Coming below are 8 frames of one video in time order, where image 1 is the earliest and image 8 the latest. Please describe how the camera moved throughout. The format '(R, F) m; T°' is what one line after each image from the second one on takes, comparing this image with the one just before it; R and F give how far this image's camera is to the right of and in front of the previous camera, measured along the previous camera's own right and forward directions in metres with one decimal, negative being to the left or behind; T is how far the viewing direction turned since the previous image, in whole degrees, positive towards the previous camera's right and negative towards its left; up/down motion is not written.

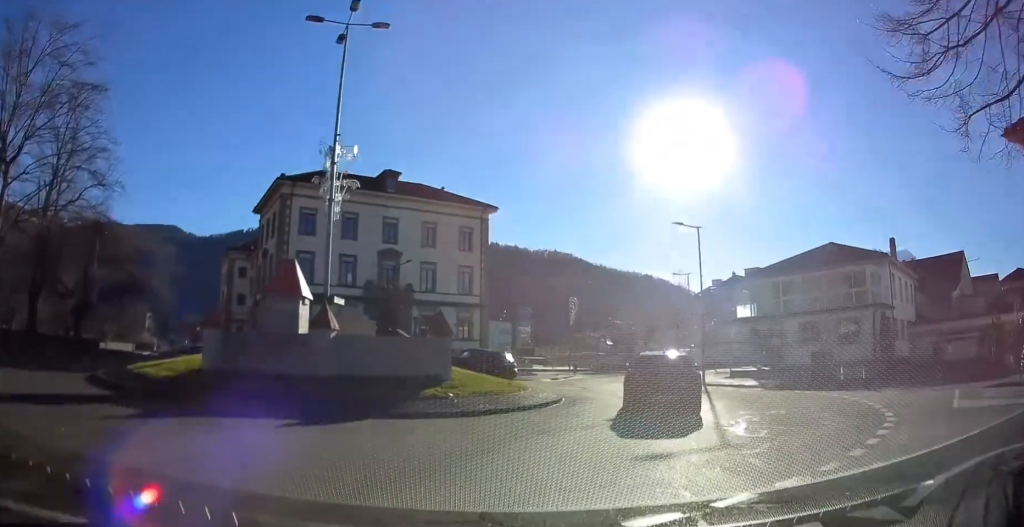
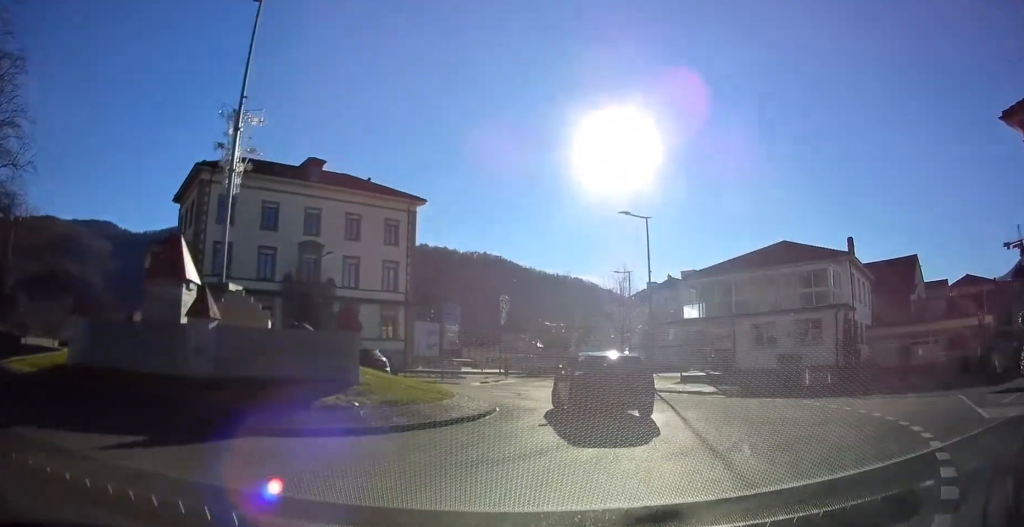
(+0.2, +3.1) m; +5°
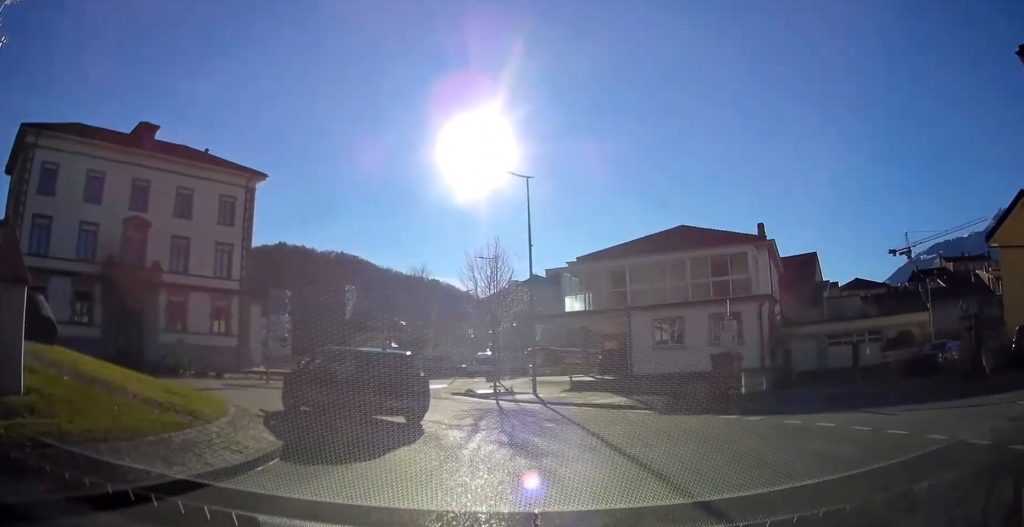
(+0.7, +7.0) m; +9°
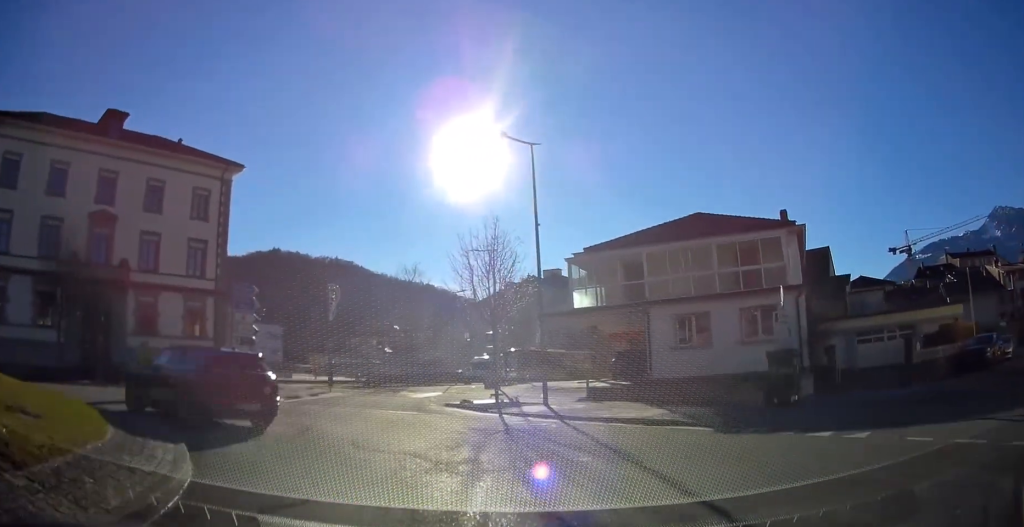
(+0.1, +4.1) m; -1°
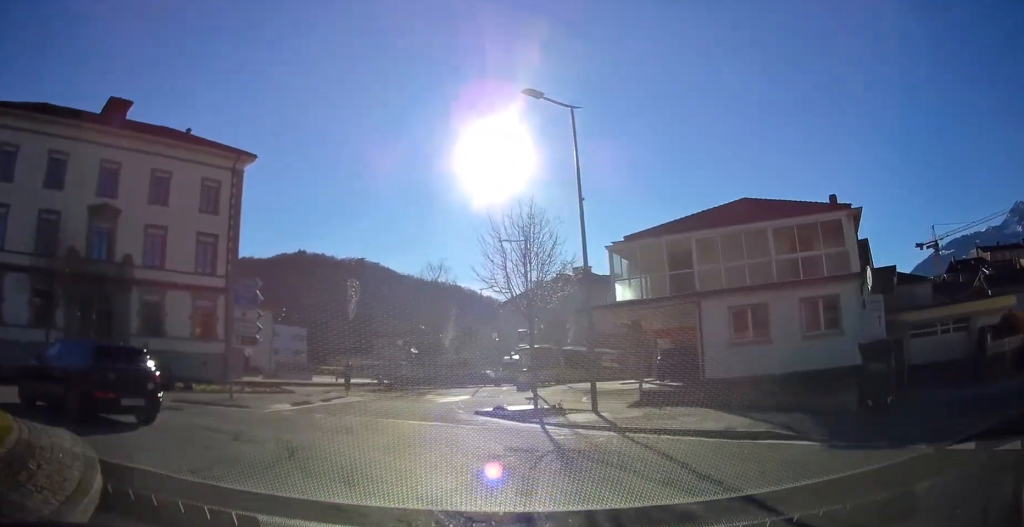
(+0.2, +2.8) m; -2°
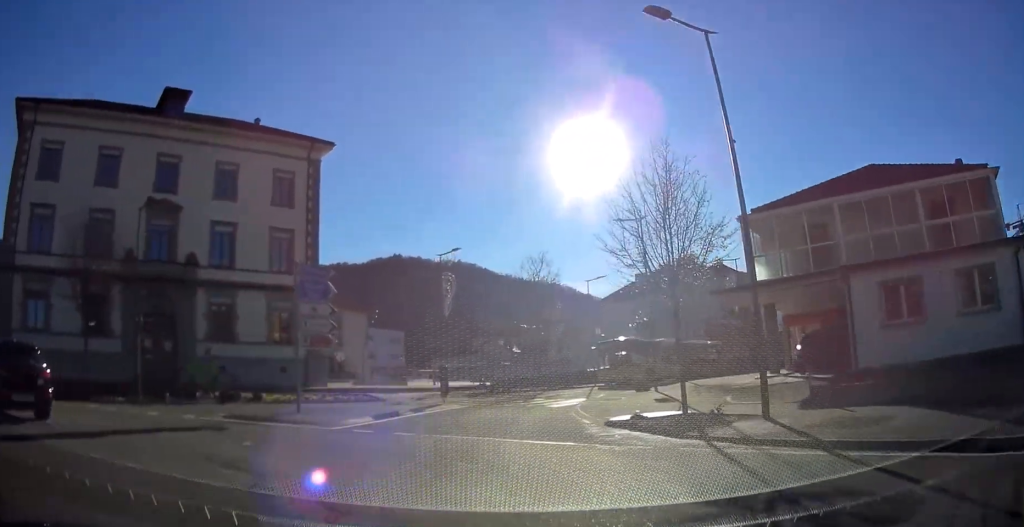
(-0.3, +3.9) m; -10°
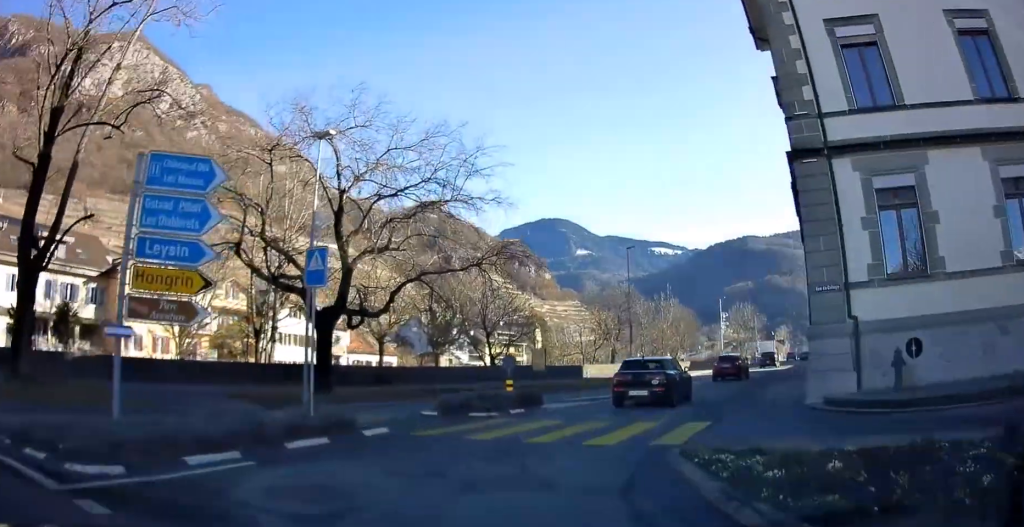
(-11.1, +15.1) m; -62°
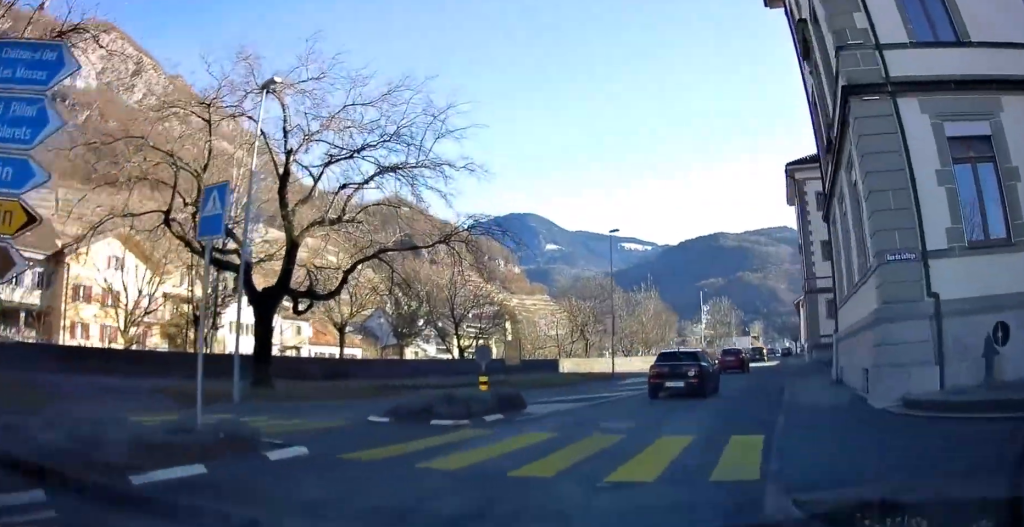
(-0.1, +3.3) m; +1°
